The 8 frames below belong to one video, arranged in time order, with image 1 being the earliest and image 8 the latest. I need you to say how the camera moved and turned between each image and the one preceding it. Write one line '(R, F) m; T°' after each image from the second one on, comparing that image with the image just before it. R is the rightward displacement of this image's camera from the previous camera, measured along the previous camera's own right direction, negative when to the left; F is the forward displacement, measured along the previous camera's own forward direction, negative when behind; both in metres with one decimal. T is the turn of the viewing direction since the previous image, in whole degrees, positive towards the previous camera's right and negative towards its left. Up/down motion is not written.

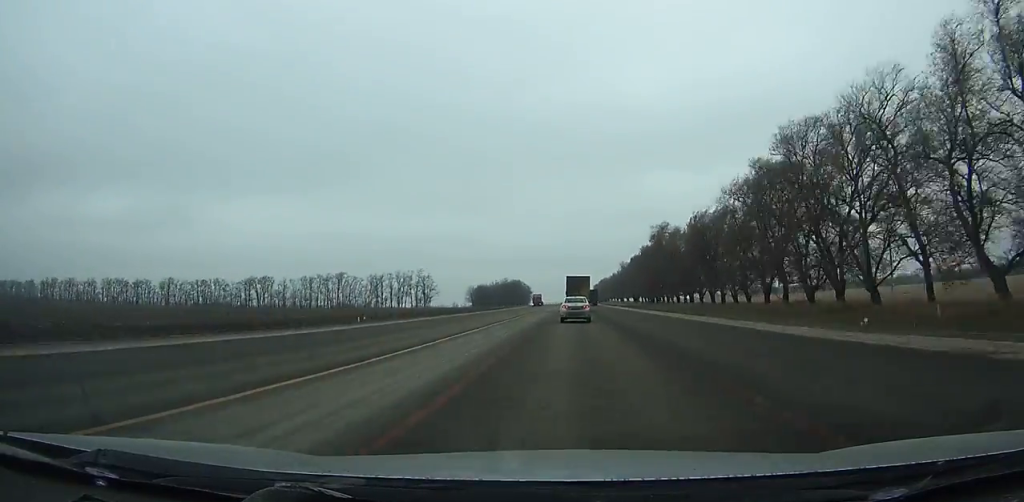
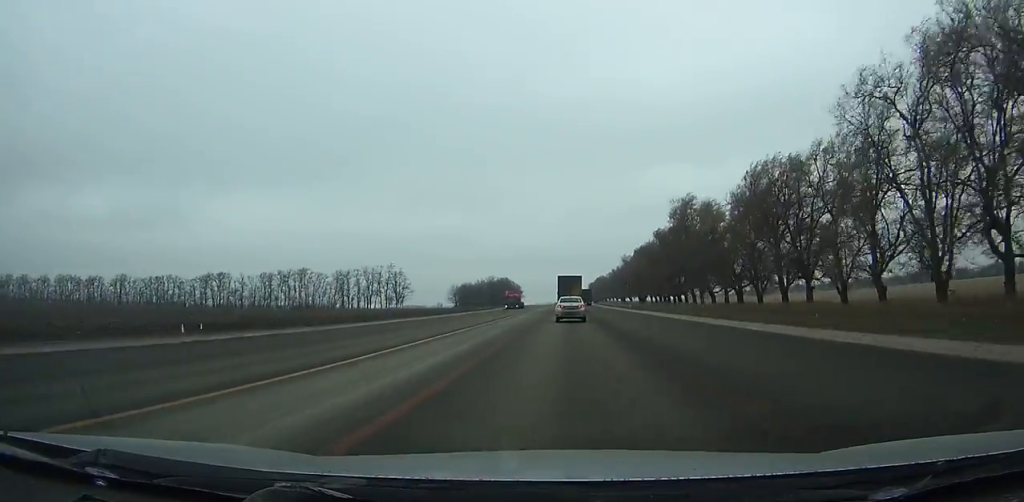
(+0.1, +33.5) m; 0°
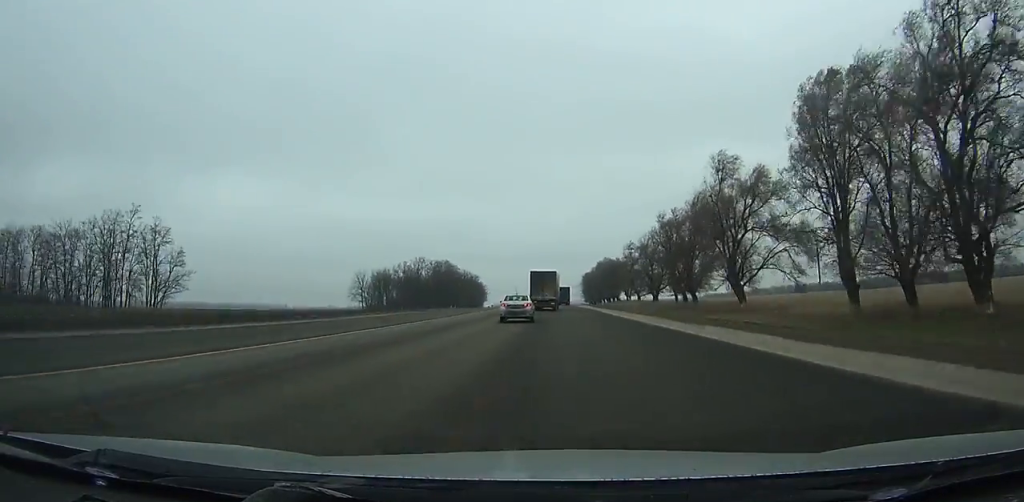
(+1.3, +133.6) m; 0°
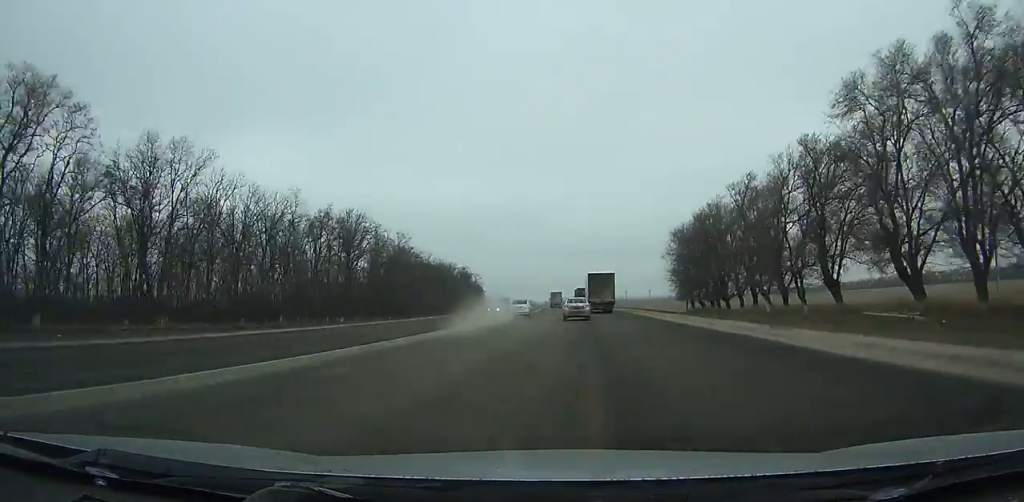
(-5.8, +170.6) m; -4°
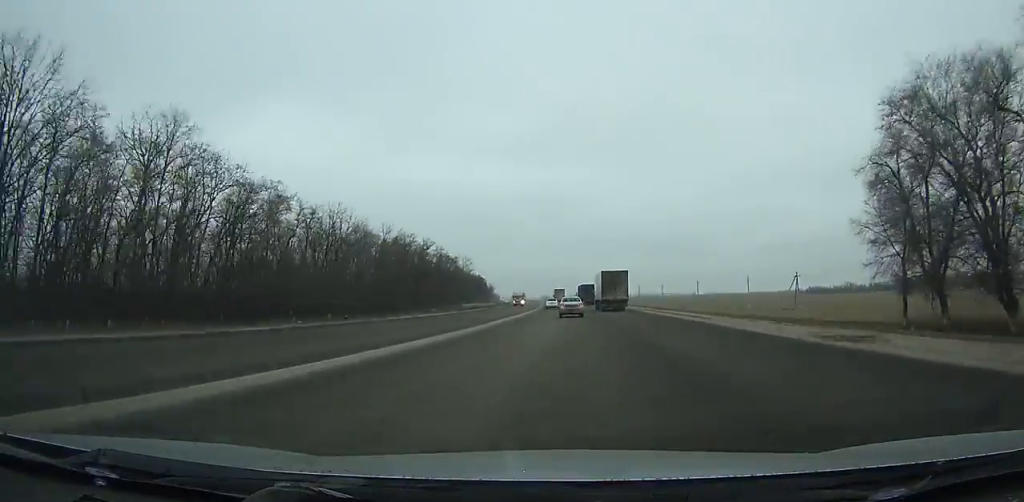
(-0.8, +72.8) m; -2°
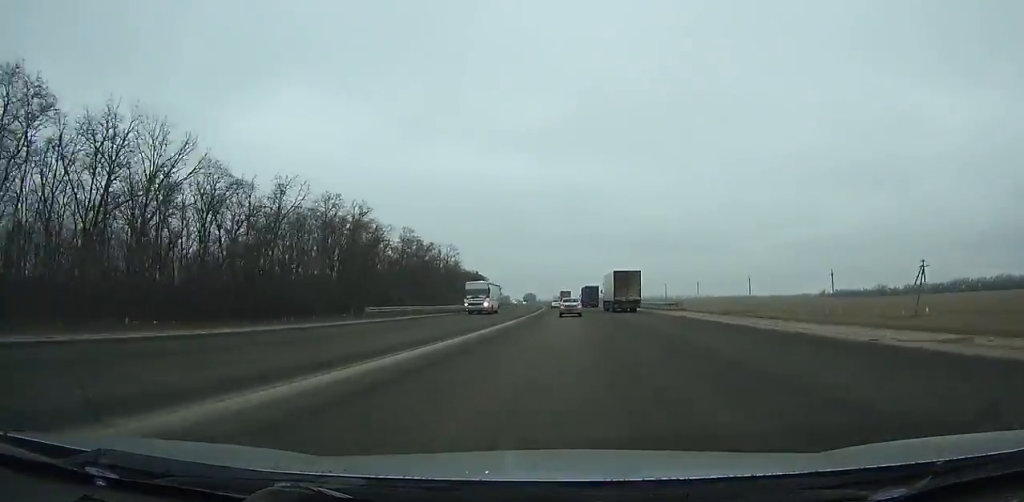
(-0.4, +47.9) m; -1°
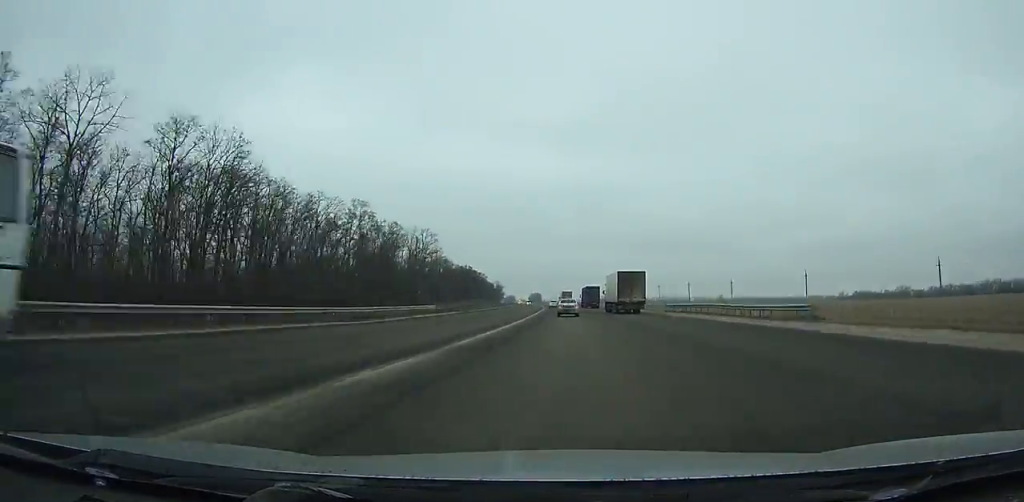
(-0.2, +35.2) m; -1°
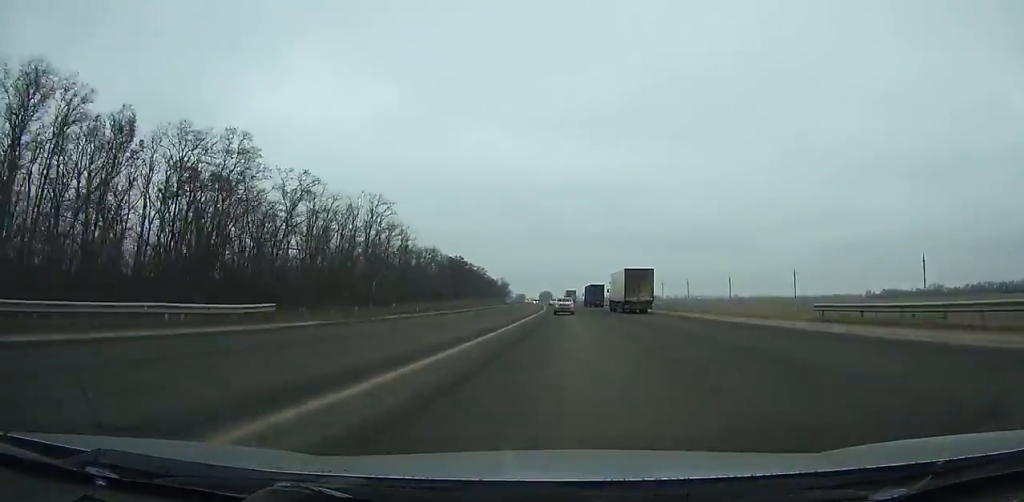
(-0.5, +41.4) m; -1°
